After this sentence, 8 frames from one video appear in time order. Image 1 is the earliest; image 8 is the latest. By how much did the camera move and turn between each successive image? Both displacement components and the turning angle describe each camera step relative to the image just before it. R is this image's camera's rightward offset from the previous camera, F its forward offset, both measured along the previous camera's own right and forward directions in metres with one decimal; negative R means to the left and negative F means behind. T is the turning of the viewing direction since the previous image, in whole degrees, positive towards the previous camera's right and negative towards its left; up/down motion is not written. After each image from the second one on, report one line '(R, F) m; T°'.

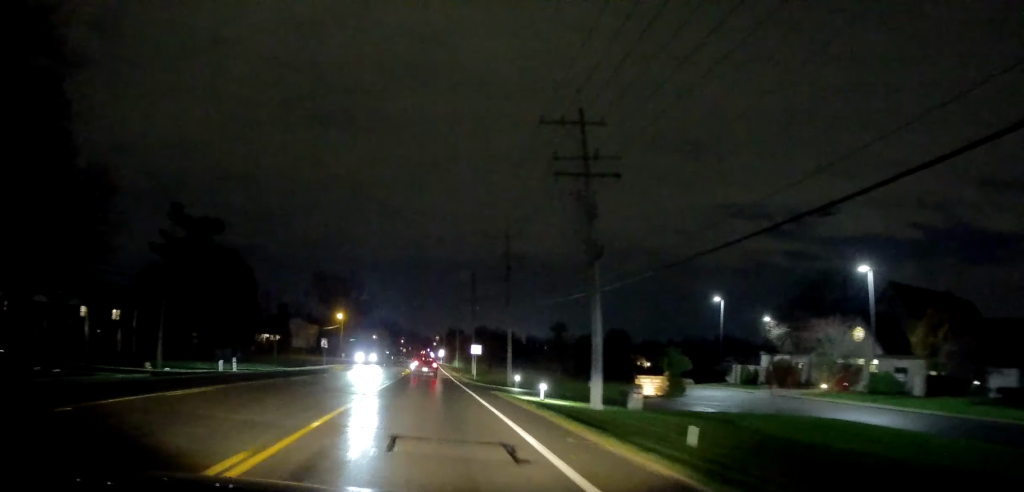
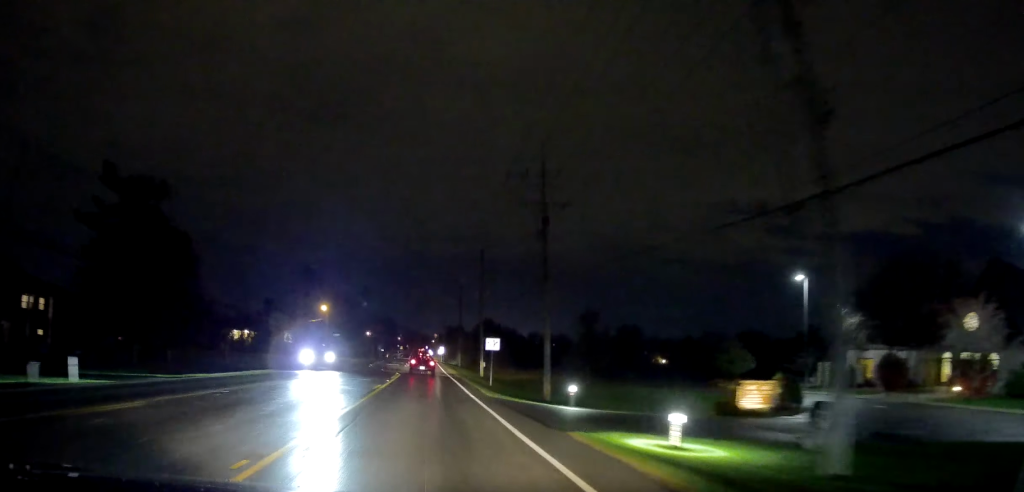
(-0.1, +15.7) m; +1°
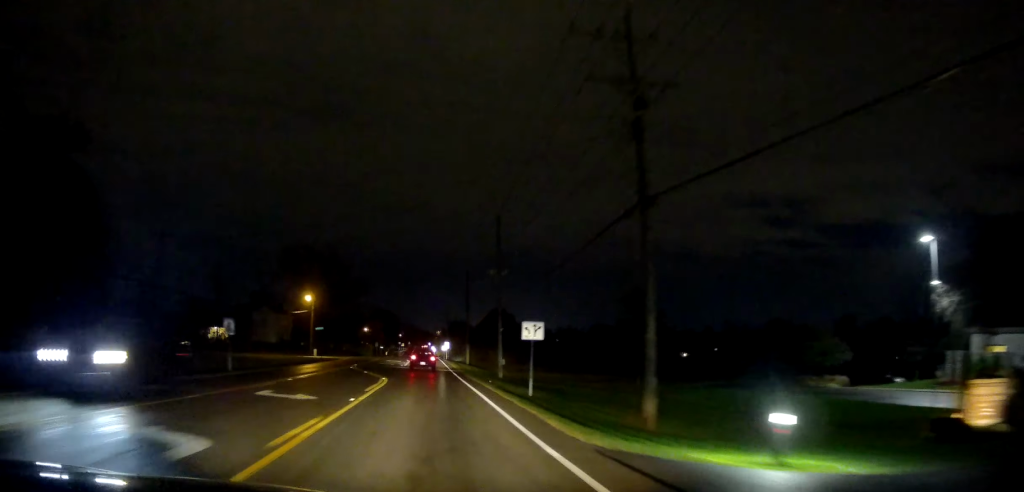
(+0.3, +15.1) m; +1°
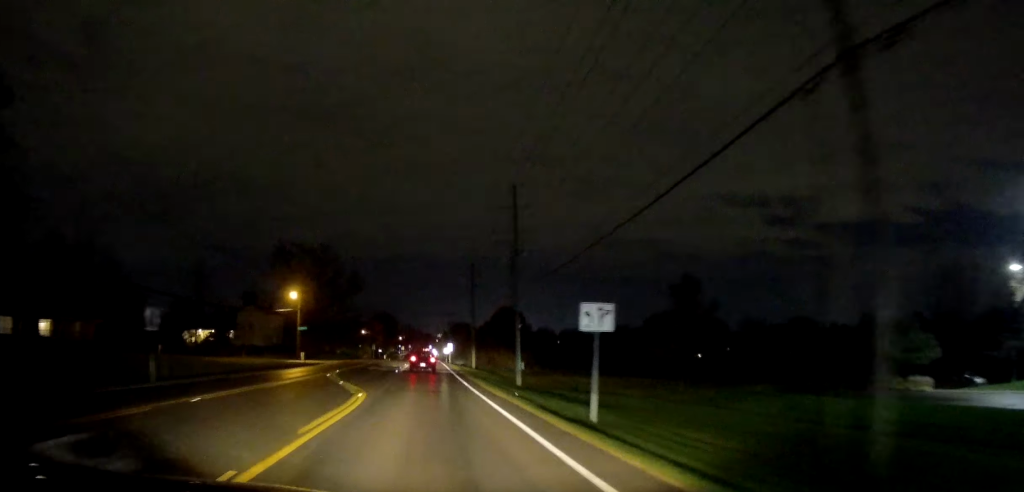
(0.0, +10.1) m; -1°
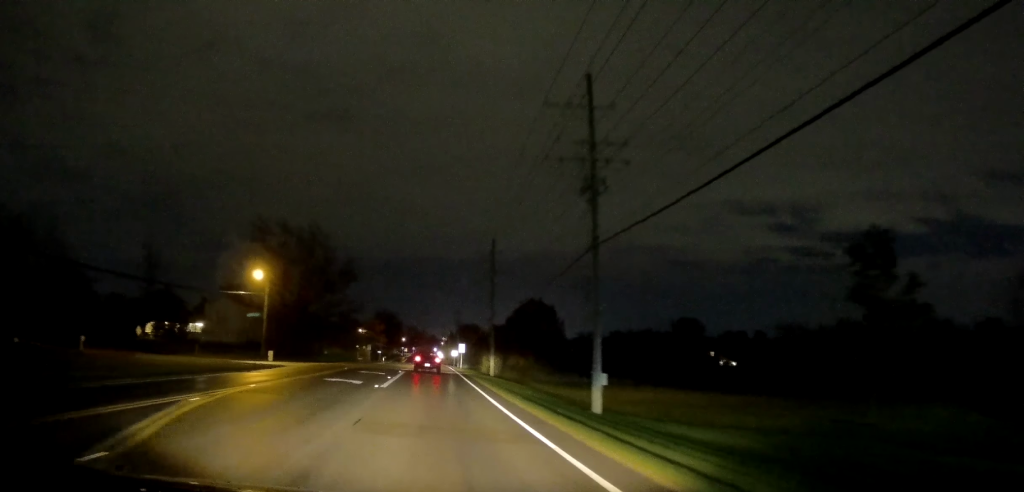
(-0.5, +19.5) m; 0°
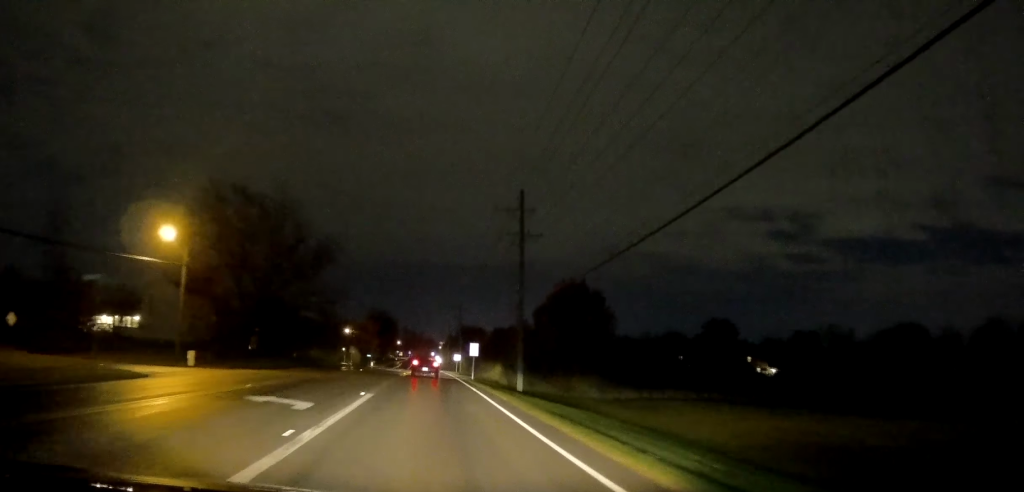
(+0.4, +22.2) m; 0°
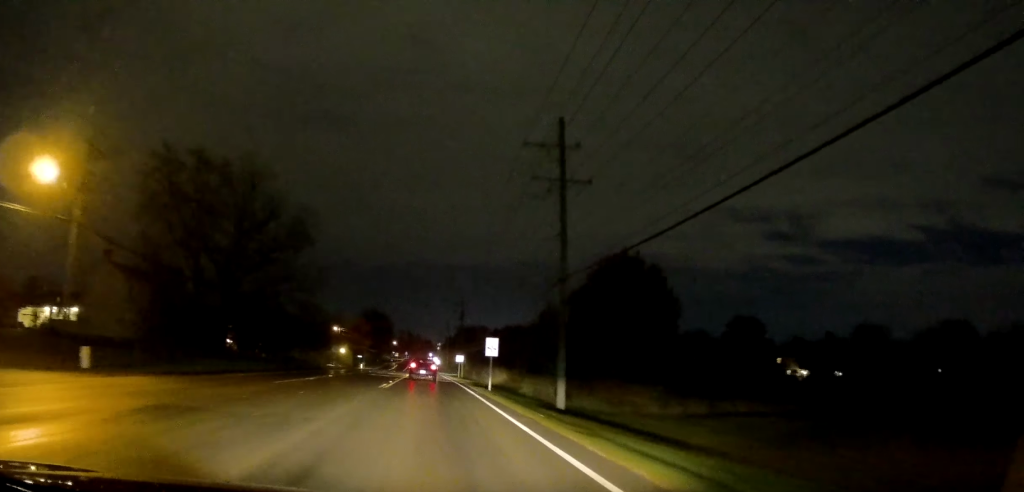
(-0.5, +15.3) m; 0°
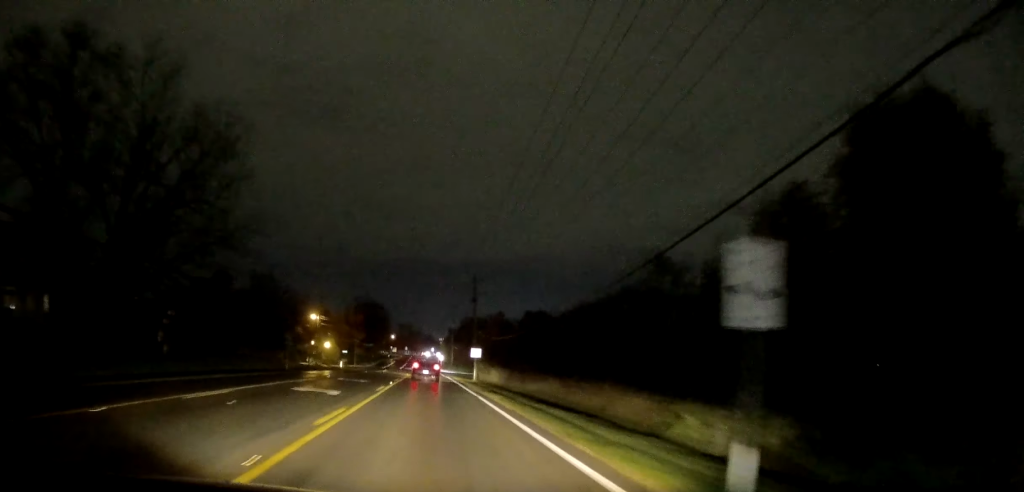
(+0.6, +26.1) m; +2°
